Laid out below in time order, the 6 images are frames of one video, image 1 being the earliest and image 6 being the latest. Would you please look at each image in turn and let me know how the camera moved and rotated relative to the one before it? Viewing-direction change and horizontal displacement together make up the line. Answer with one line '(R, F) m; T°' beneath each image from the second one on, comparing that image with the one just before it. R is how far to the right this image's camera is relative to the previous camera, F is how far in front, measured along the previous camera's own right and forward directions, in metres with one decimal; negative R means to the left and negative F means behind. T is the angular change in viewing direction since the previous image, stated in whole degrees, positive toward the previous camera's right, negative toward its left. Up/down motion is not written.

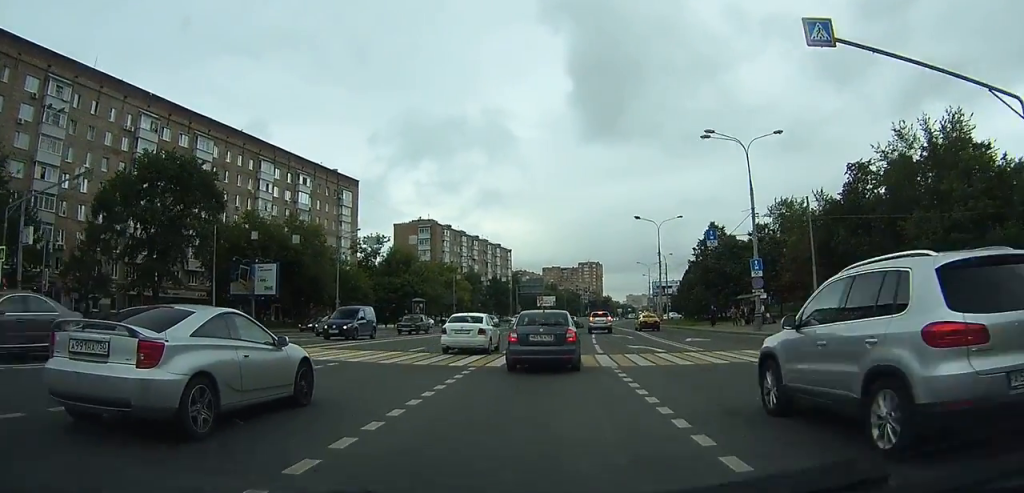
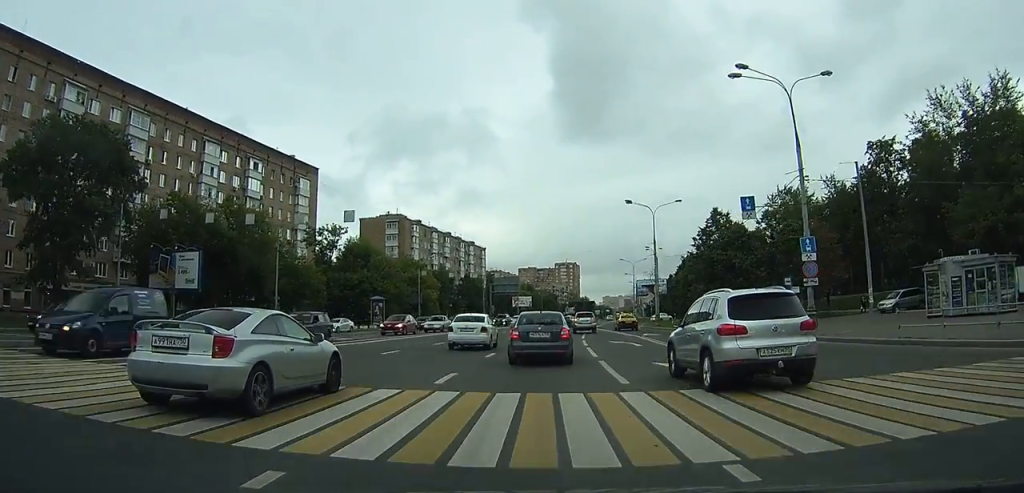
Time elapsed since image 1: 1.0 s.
(+0.1, +9.8) m; +1°
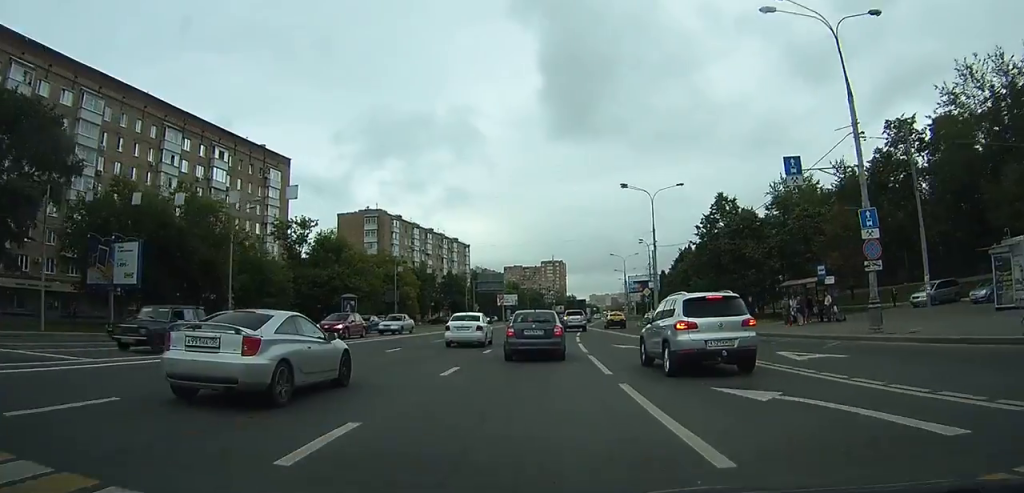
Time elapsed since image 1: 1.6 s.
(0.0, +6.1) m; +1°
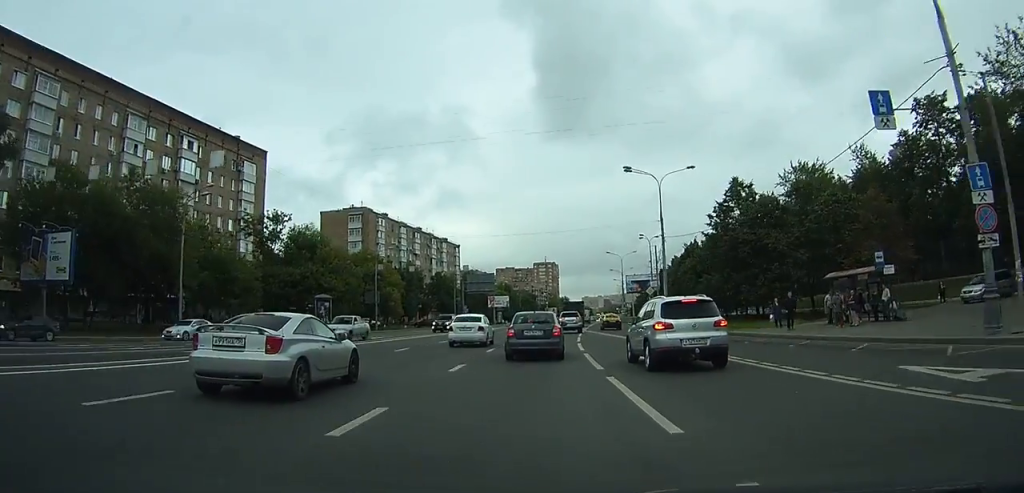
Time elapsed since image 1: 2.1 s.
(+0.1, +6.4) m; +1°
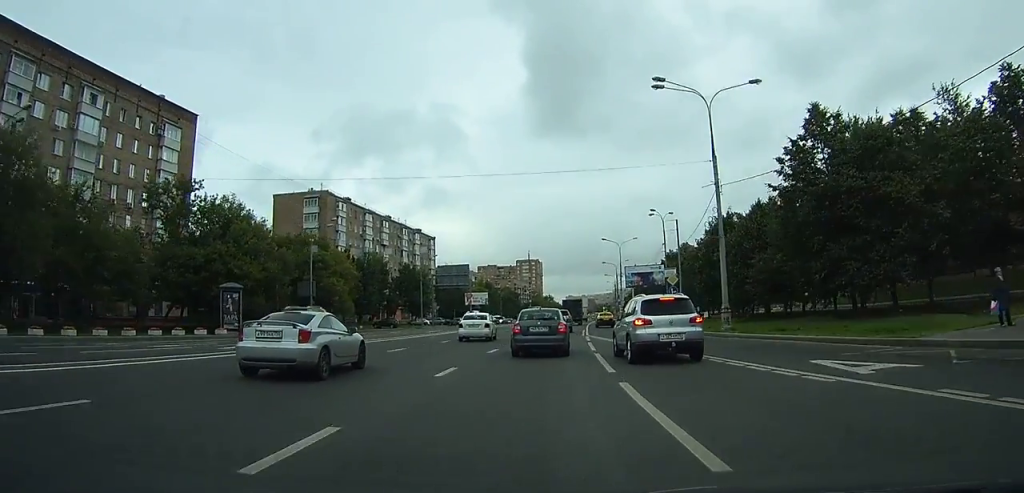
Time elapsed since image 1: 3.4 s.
(+0.5, +17.0) m; +3°
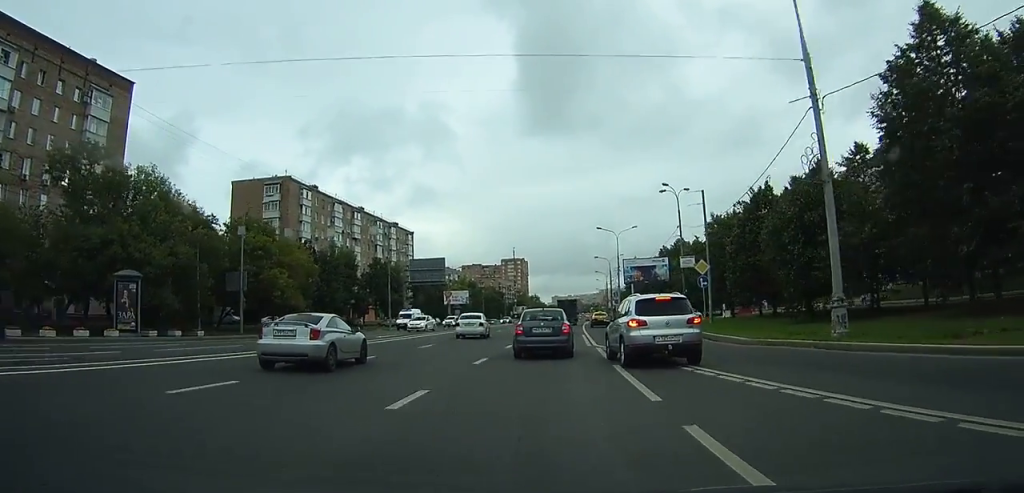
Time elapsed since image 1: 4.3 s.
(+0.1, +11.8) m; +1°
